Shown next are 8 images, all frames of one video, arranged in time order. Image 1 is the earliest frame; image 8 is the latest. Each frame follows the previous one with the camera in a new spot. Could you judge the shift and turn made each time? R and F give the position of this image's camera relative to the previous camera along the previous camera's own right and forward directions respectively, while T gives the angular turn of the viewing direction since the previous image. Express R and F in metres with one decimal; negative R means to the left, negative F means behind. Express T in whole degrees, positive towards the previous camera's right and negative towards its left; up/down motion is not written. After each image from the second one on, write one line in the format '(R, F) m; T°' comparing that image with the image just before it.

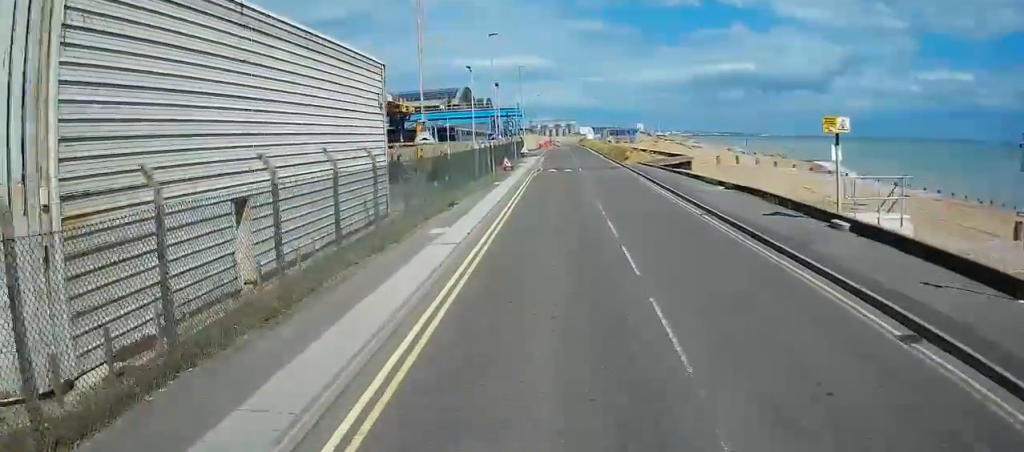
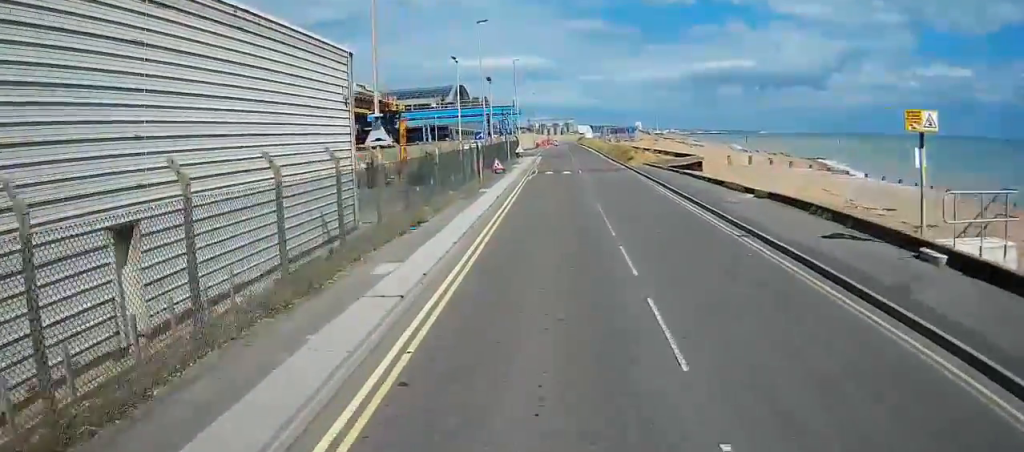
(+0.1, +5.8) m; +1°
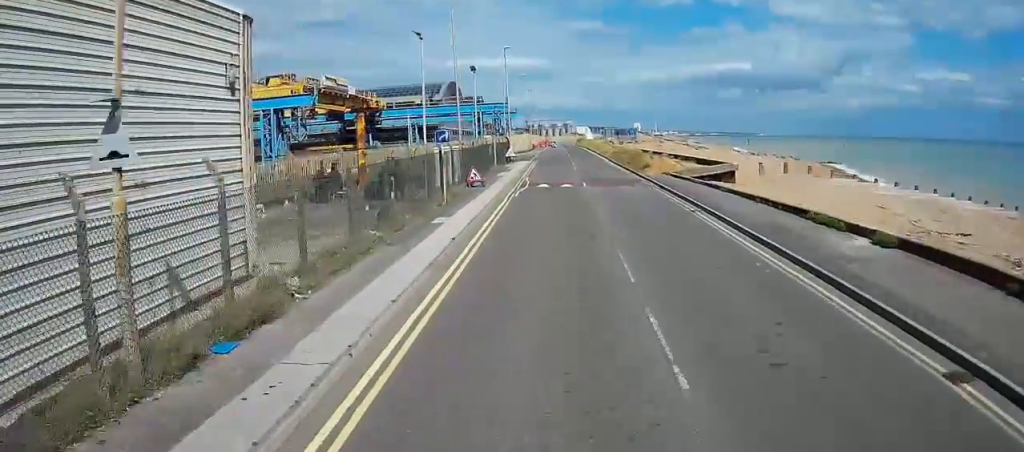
(+0.2, +11.6) m; +1°
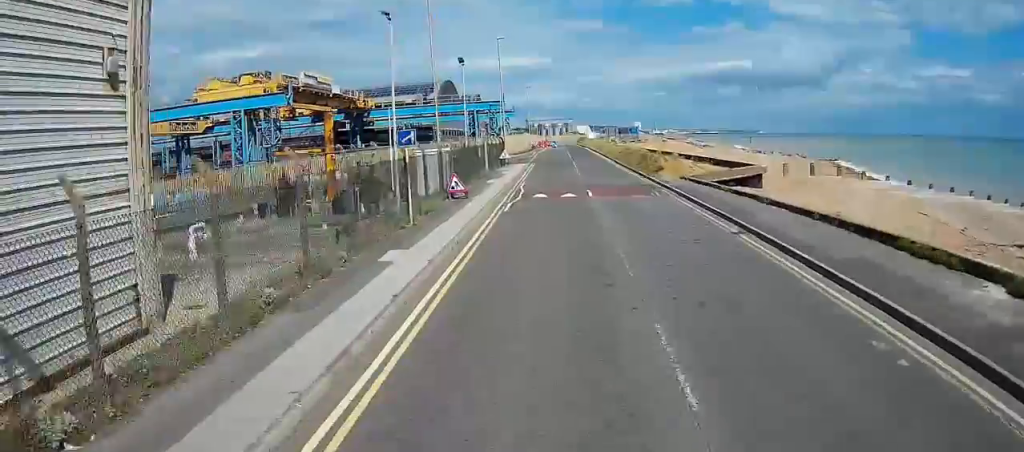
(0.0, +5.9) m; +2°
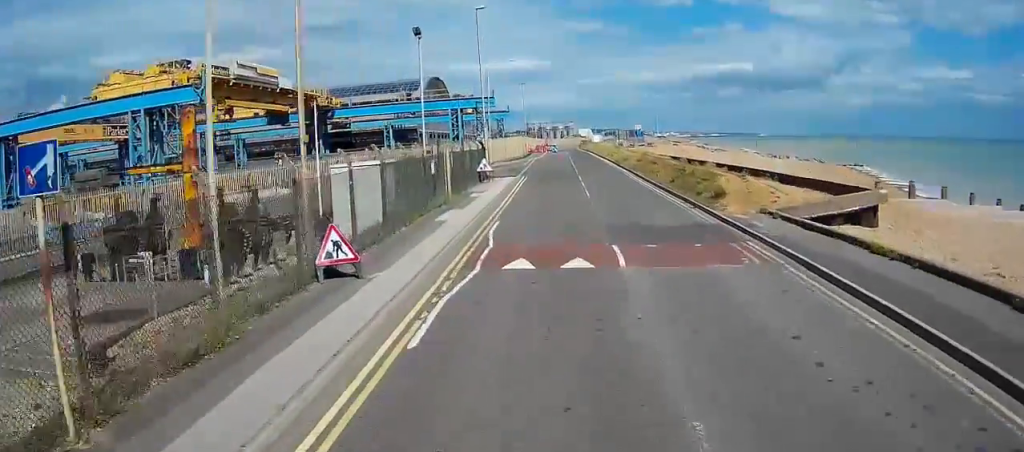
(+1.0, +14.8) m; +7°
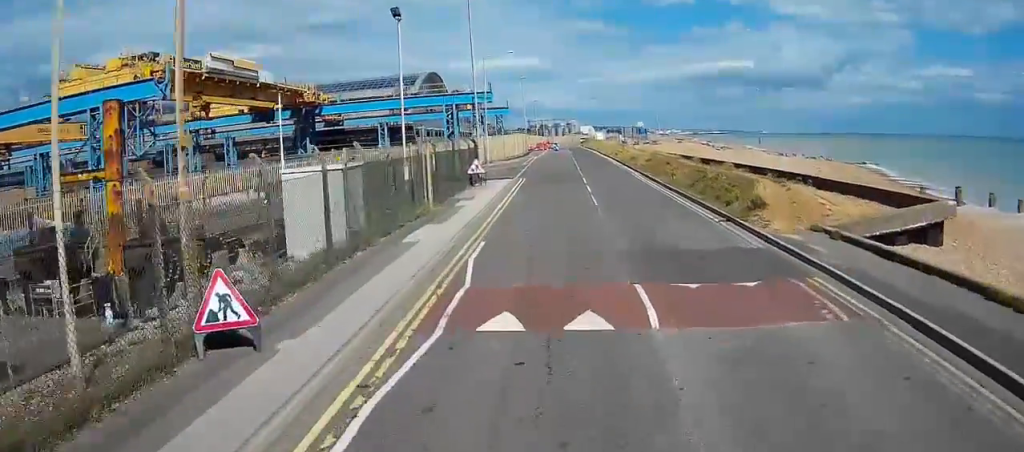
(+0.3, +4.6) m; -2°
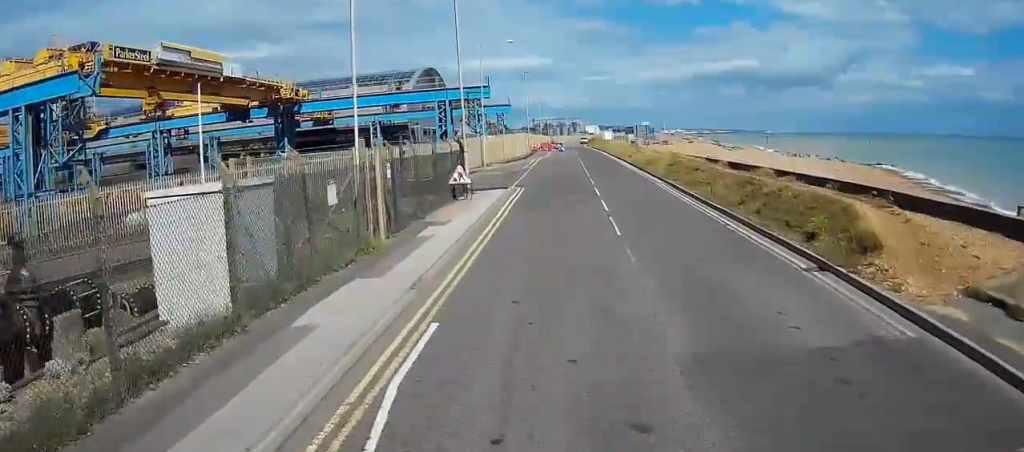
(-0.7, +7.8) m; -10°
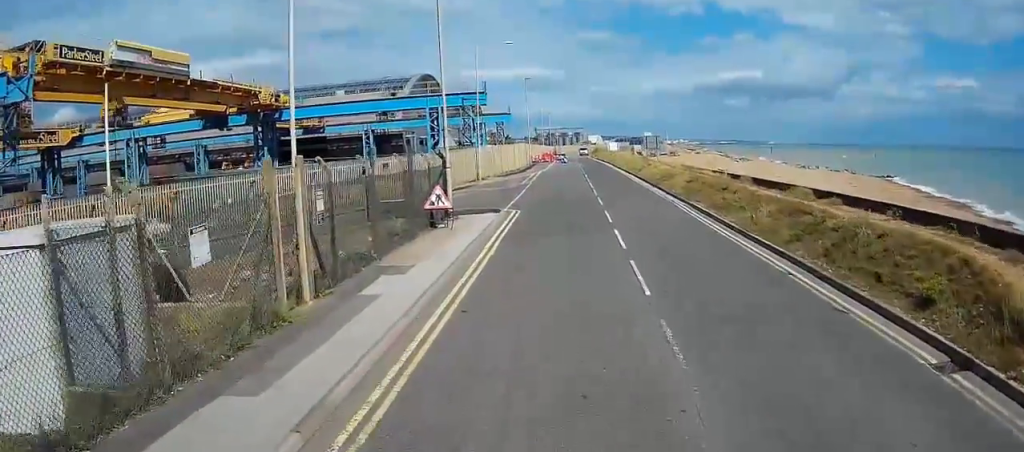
(-0.1, +6.4) m; +8°
